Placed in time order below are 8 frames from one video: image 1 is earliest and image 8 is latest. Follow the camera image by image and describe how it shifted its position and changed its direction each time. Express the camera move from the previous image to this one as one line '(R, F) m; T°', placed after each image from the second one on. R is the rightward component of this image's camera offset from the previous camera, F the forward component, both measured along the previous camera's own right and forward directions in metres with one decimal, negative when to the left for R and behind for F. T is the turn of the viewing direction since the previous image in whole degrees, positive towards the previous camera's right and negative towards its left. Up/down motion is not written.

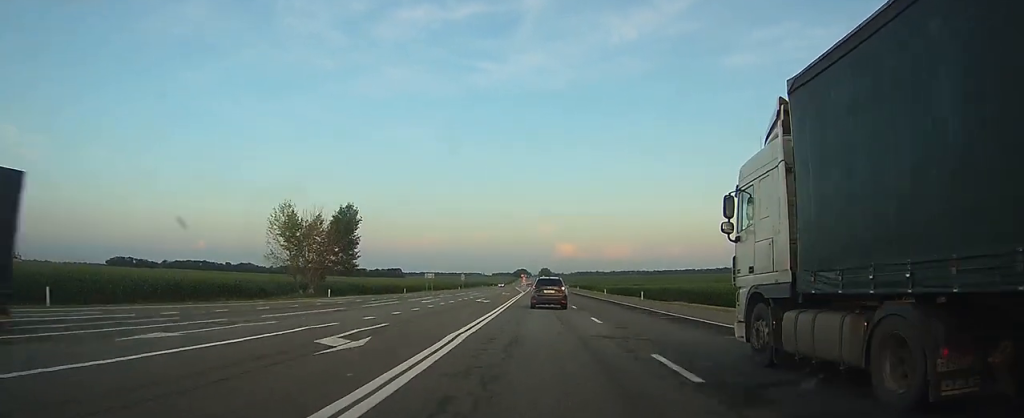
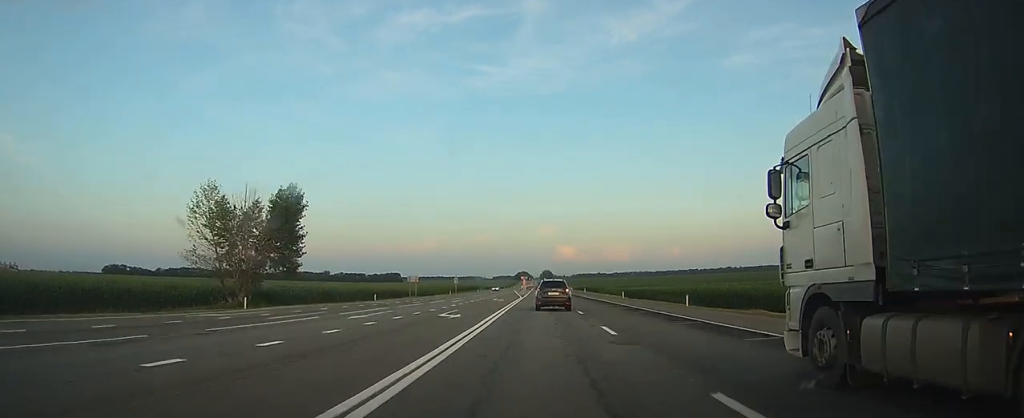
(0.0, +15.7) m; 0°
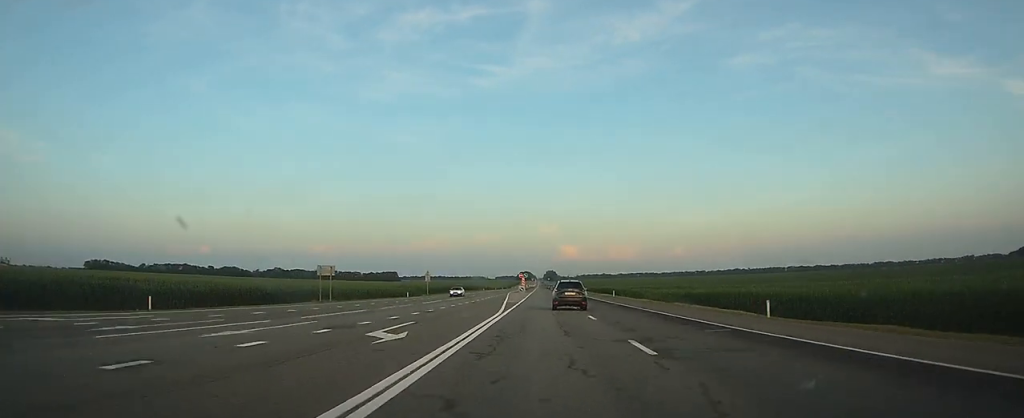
(-0.1, +40.6) m; 0°
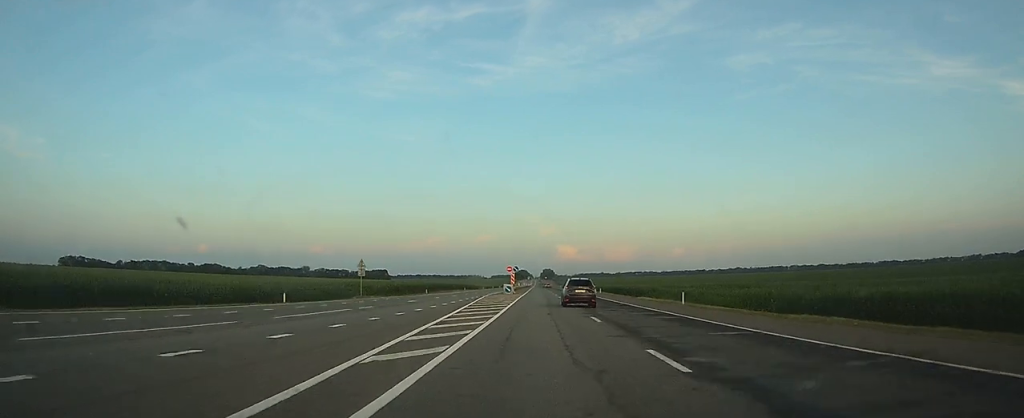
(0.0, +37.9) m; 0°
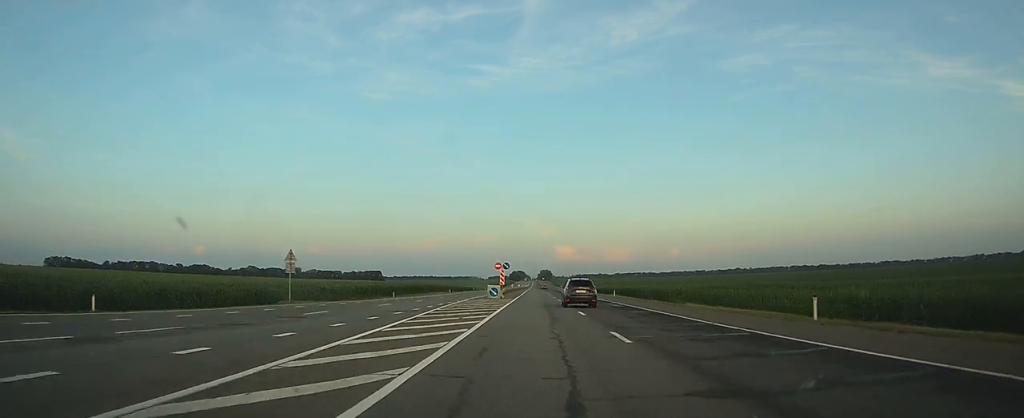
(0.0, +19.1) m; 0°
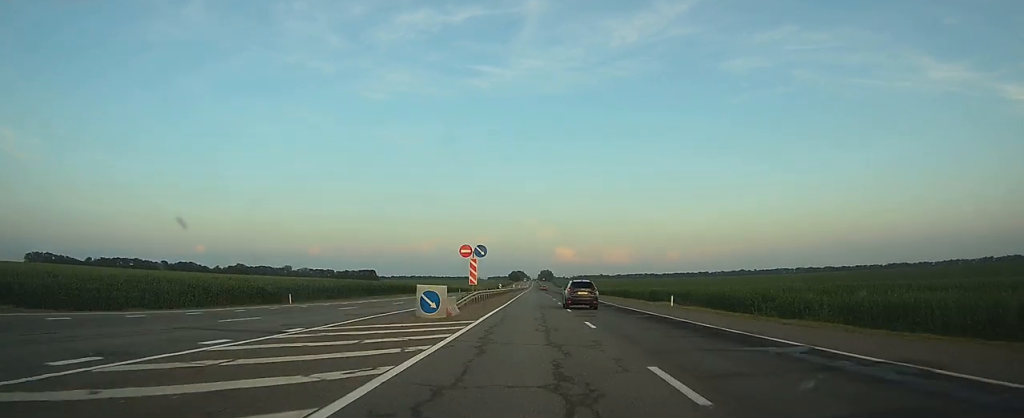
(0.0, +30.3) m; 0°
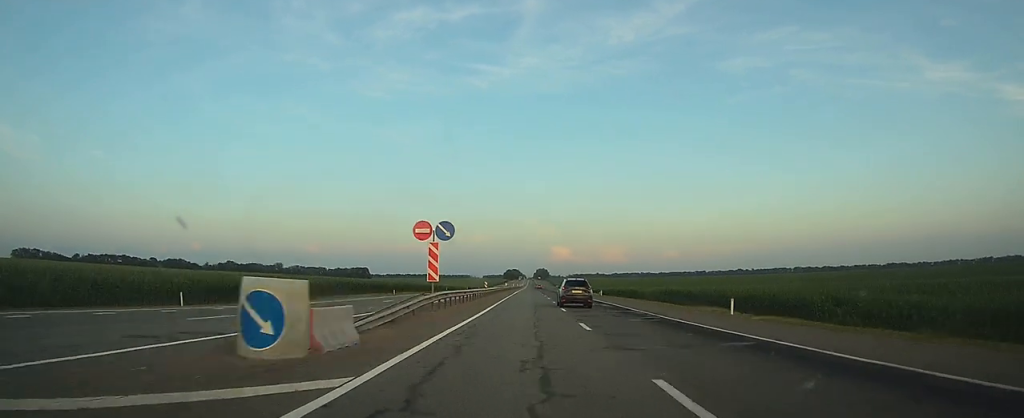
(0.0, +13.2) m; 0°
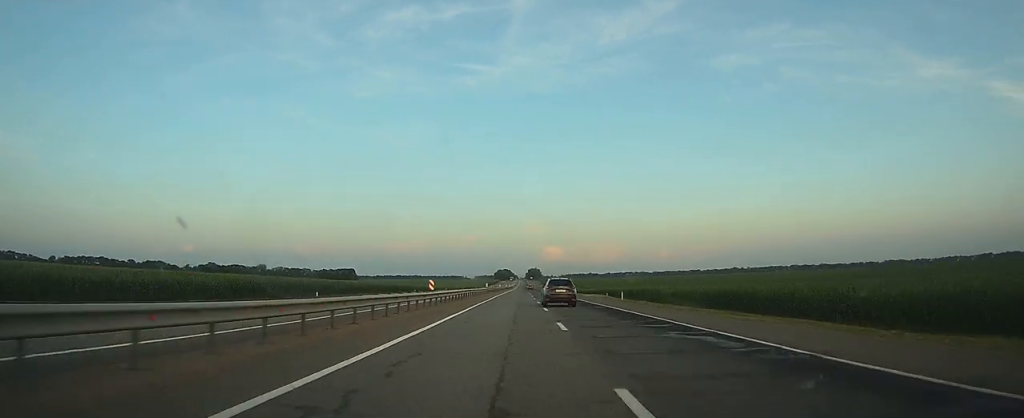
(0.0, +24.4) m; 0°
